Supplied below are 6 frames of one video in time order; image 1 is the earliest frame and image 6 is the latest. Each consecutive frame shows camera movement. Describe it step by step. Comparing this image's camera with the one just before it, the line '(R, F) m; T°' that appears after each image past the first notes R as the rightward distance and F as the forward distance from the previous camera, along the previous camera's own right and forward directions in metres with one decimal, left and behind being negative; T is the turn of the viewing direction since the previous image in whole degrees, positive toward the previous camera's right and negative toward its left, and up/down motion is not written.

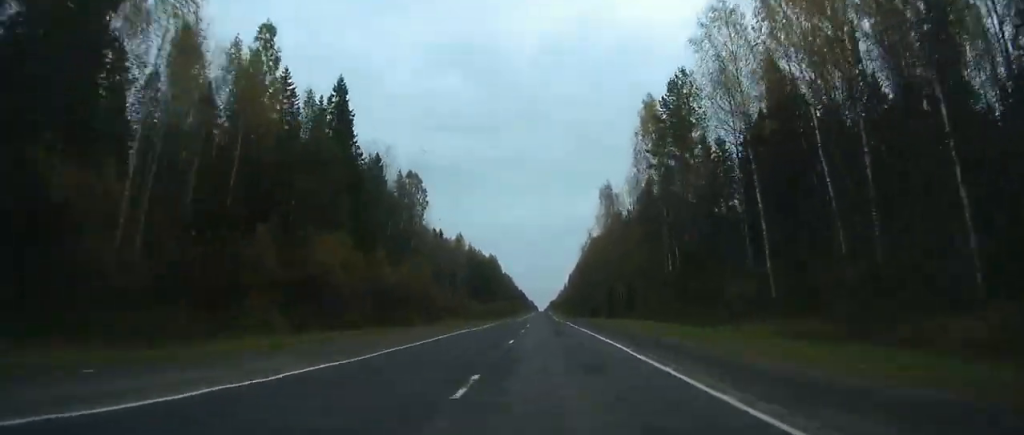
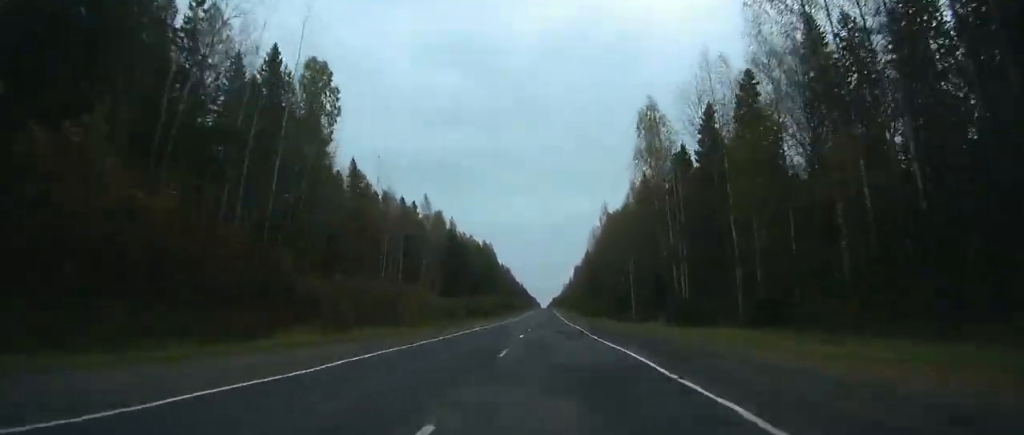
(-0.1, +43.0) m; 0°
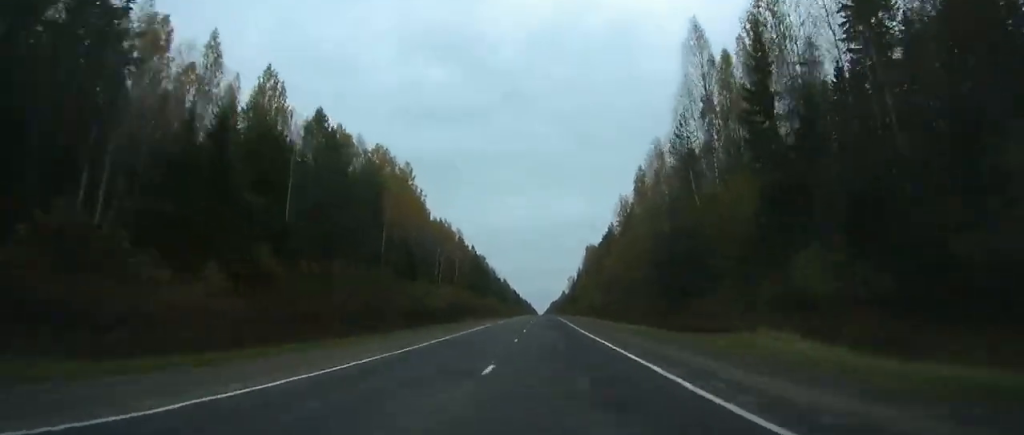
(+0.4, +146.2) m; 0°
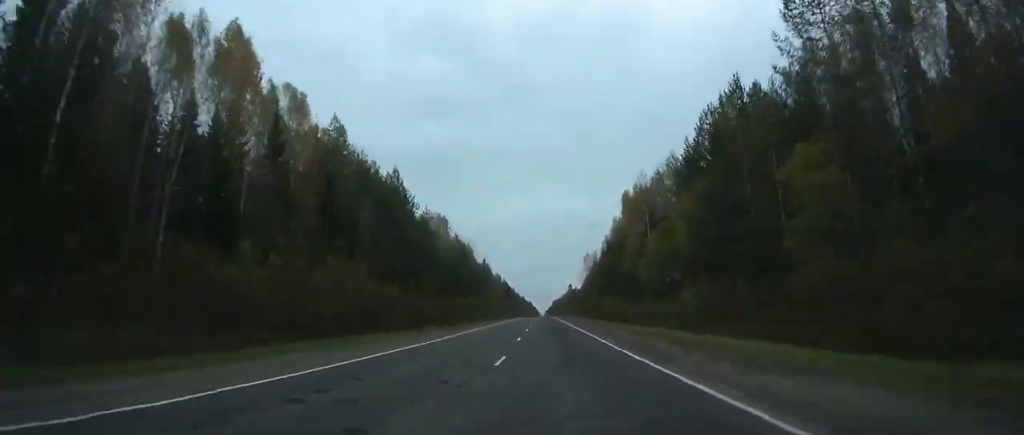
(-0.7, +106.7) m; -1°
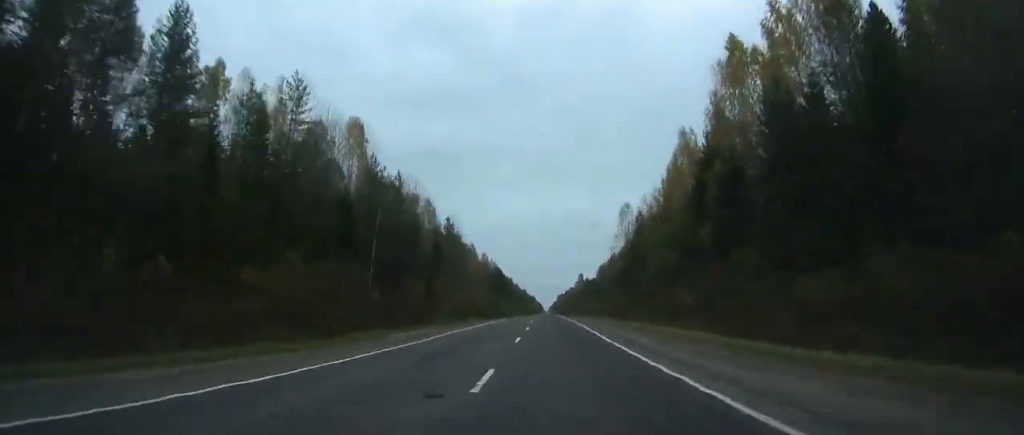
(-0.4, +78.9) m; 0°
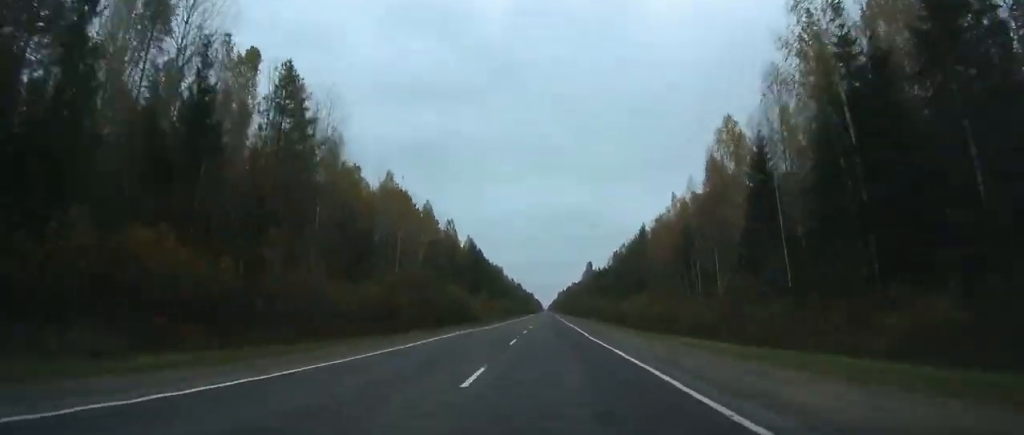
(0.0, +69.9) m; 0°
